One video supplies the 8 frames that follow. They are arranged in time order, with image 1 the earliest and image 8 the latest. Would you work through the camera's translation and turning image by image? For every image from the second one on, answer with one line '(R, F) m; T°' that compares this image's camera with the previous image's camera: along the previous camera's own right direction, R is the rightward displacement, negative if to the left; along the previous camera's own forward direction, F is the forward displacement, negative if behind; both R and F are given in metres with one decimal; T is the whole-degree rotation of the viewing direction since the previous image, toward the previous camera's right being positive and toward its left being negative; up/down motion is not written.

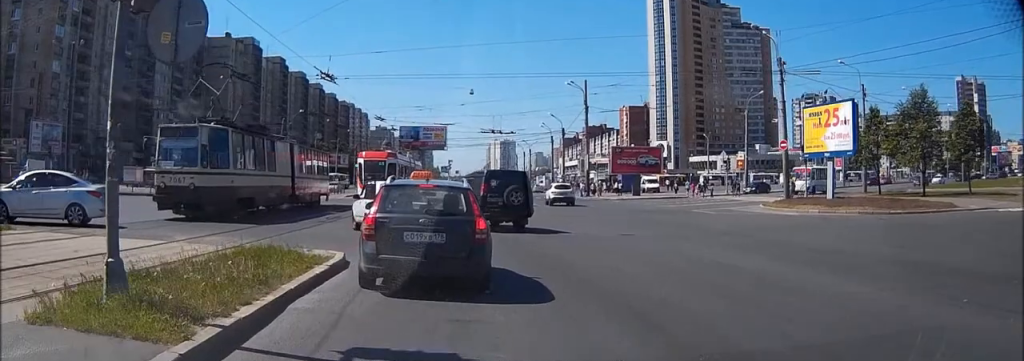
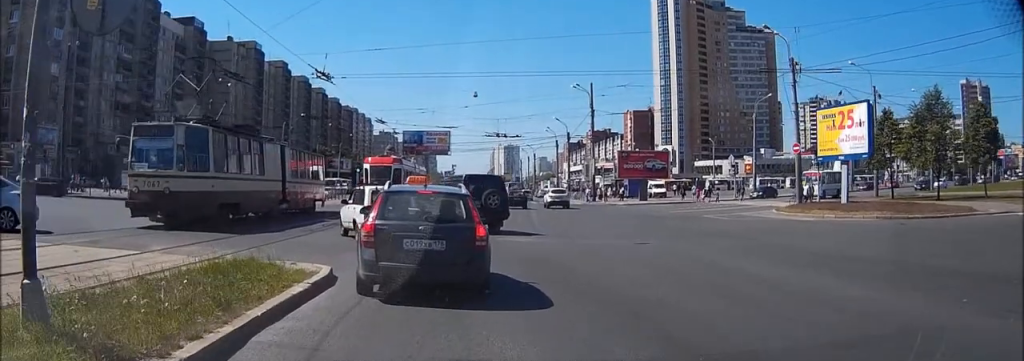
(+0.1, +1.7) m; 0°
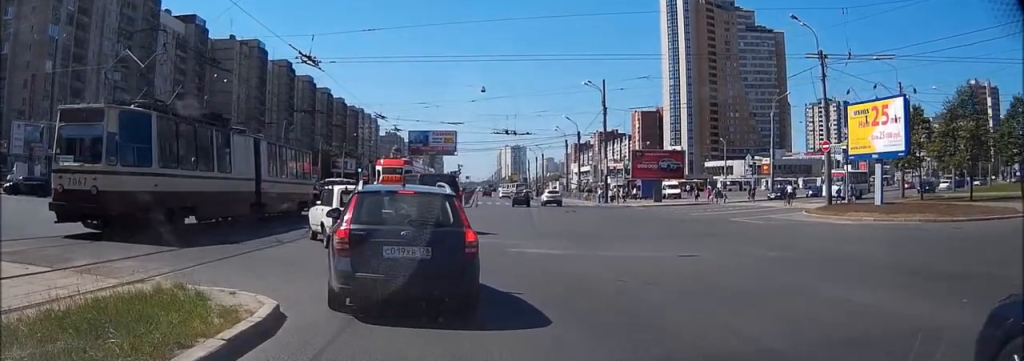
(-0.1, +3.2) m; 0°
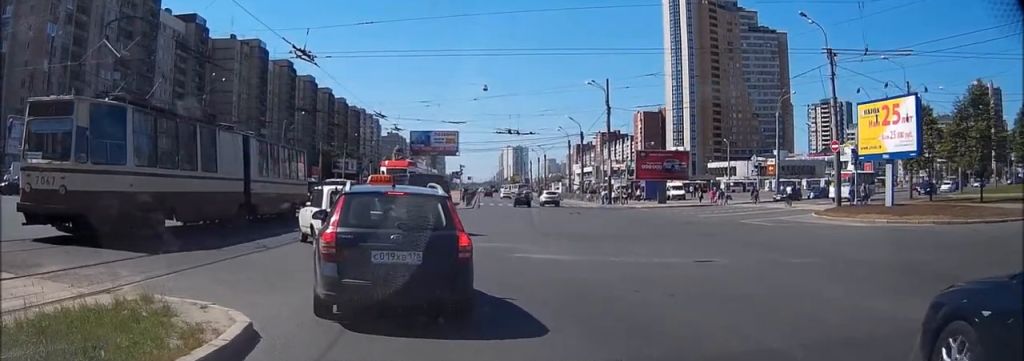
(0.0, +0.9) m; +1°
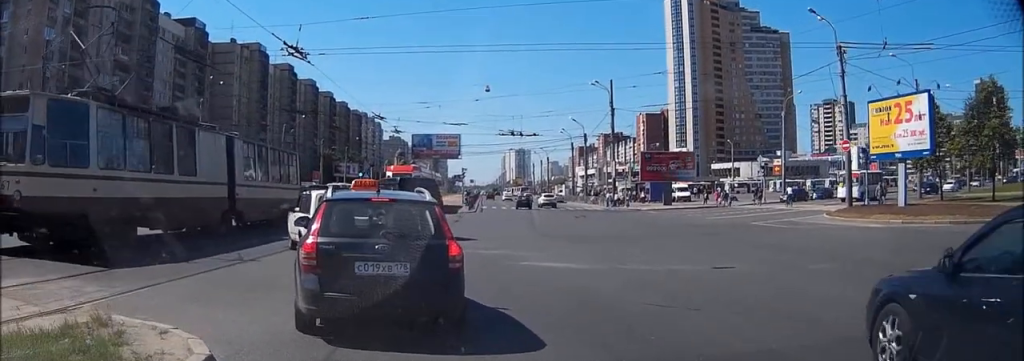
(0.0, +1.0) m; 0°
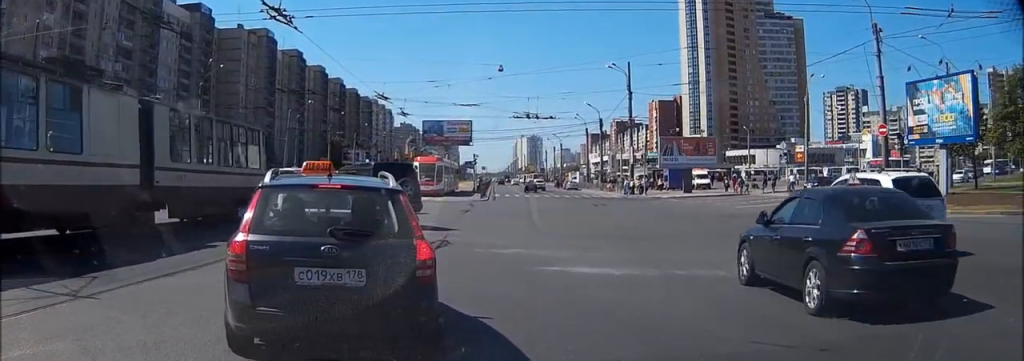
(-0.1, +2.6) m; -1°
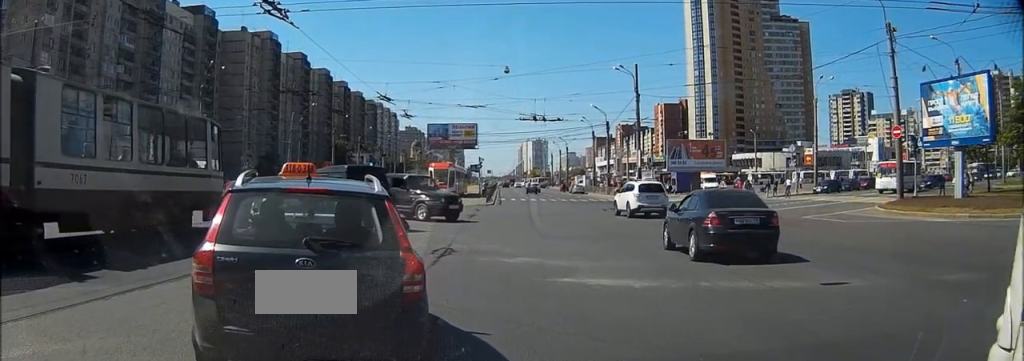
(-0.1, +1.2) m; 0°
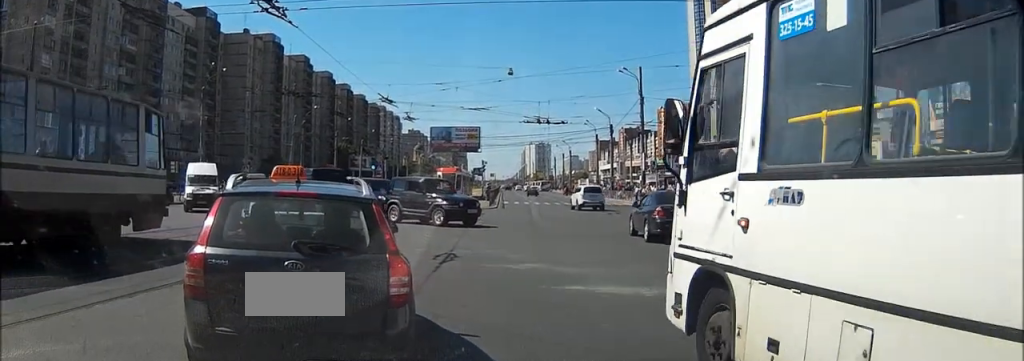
(-0.1, +0.9) m; 0°
